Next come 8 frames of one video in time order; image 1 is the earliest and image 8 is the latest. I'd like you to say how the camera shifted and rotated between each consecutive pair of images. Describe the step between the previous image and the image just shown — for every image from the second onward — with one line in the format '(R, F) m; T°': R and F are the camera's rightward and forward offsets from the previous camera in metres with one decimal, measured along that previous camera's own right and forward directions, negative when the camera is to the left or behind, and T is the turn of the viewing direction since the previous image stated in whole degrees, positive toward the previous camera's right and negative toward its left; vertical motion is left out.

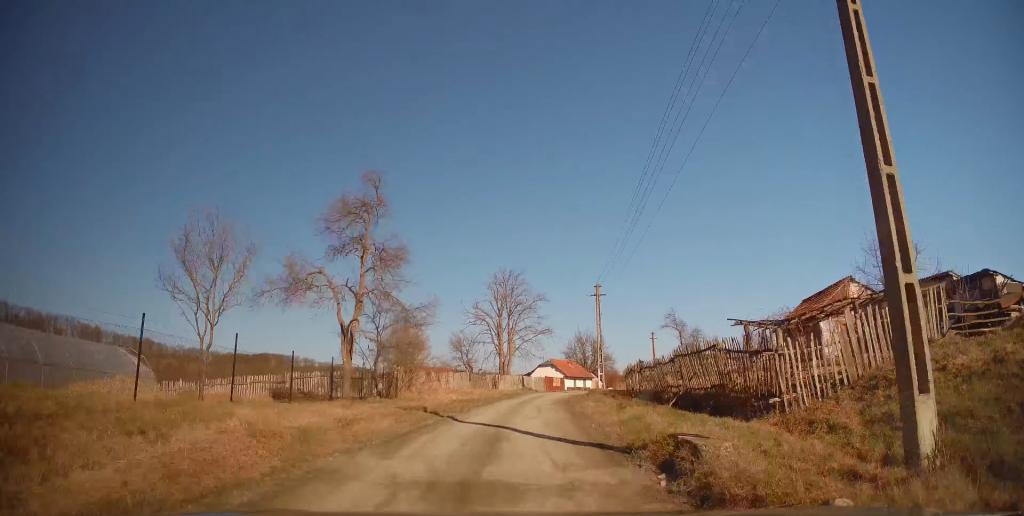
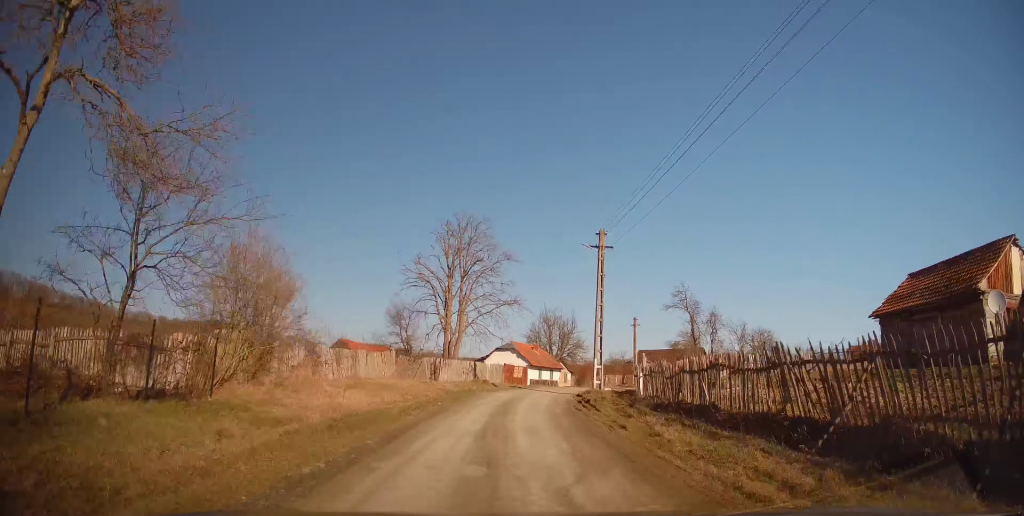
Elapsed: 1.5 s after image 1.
(+0.5, +14.6) m; +5°
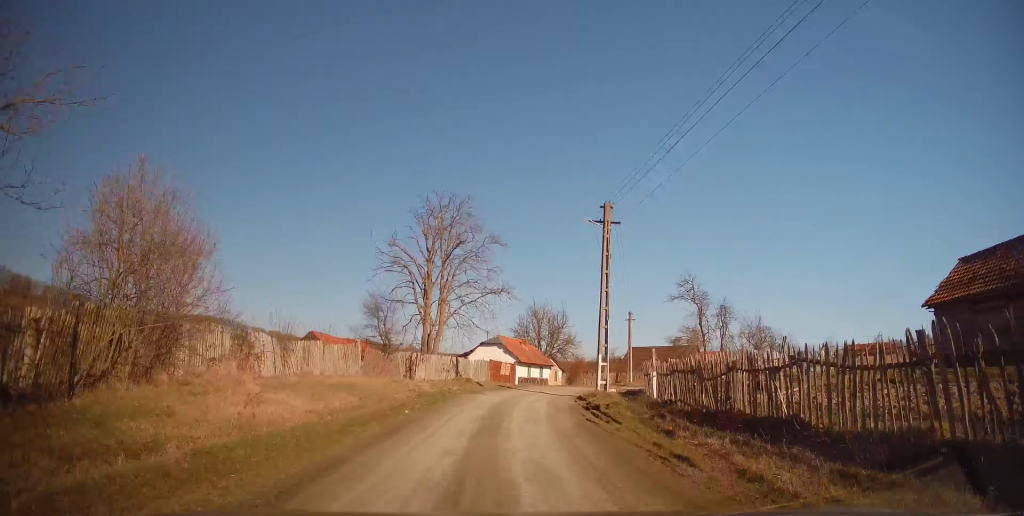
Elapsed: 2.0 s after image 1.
(+0.1, +4.2) m; +2°
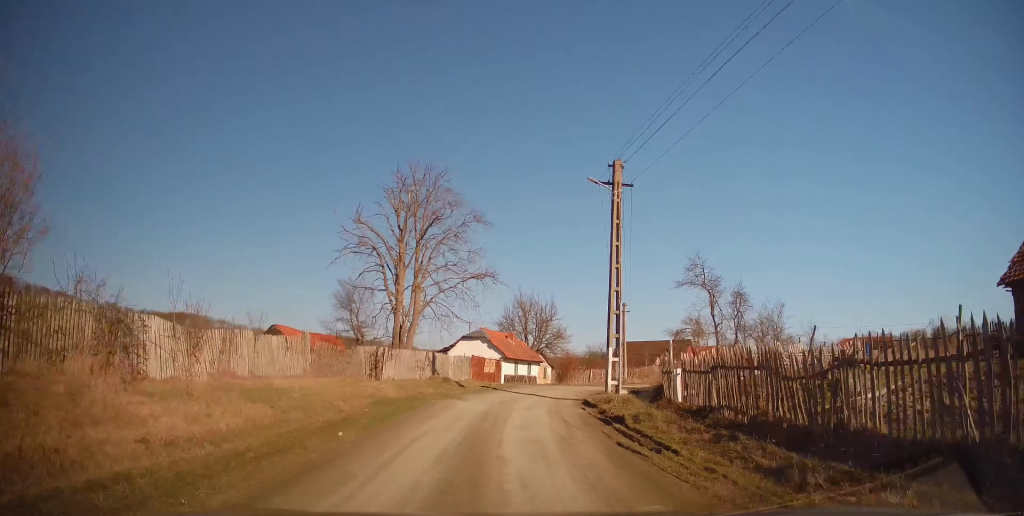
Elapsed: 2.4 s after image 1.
(0.0, +4.4) m; +2°
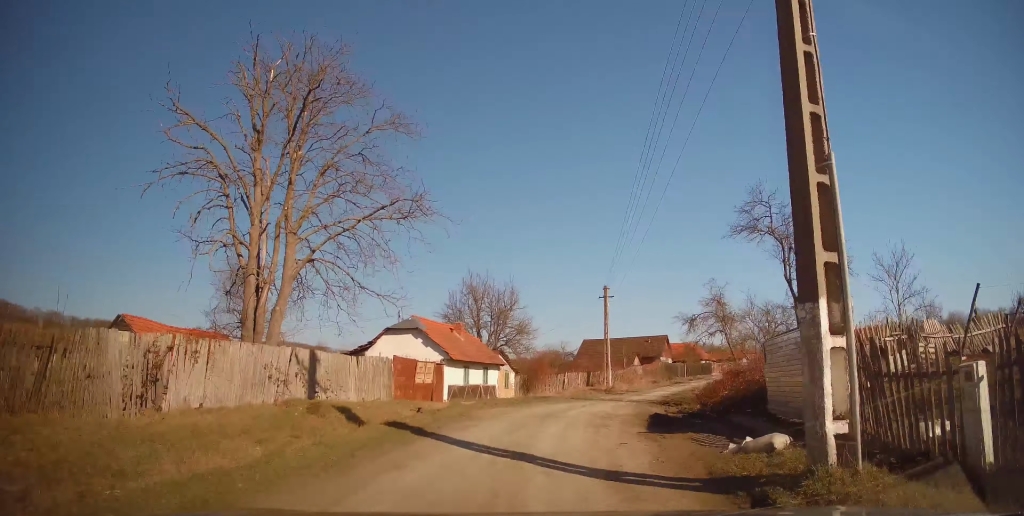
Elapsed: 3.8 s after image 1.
(+0.6, +12.9) m; +7°
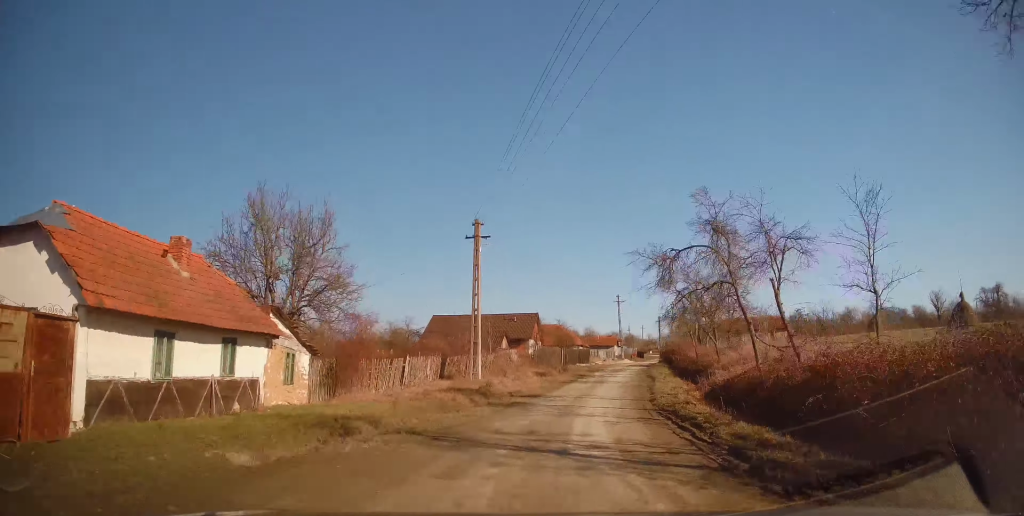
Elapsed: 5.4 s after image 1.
(+2.0, +16.0) m; +15°
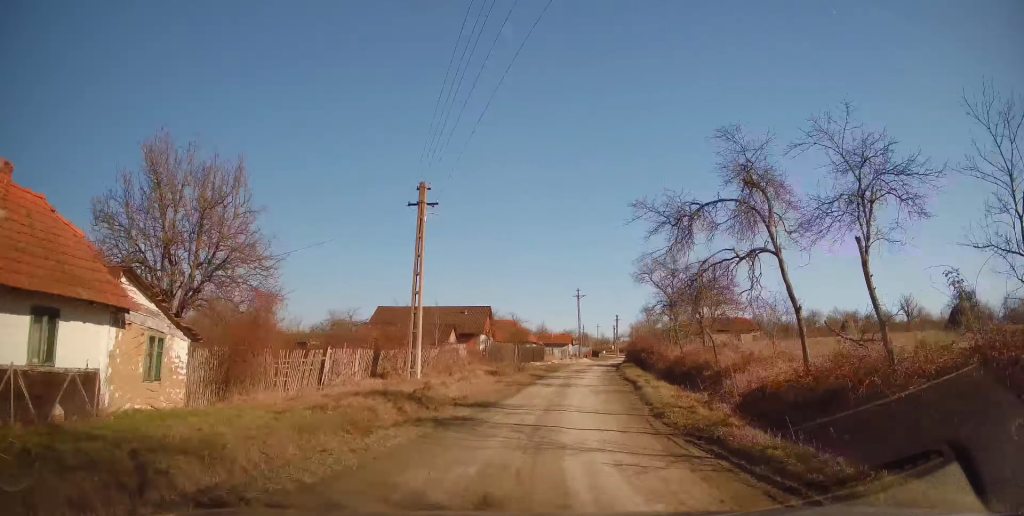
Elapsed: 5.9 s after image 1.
(+0.2, +4.9) m; +5°
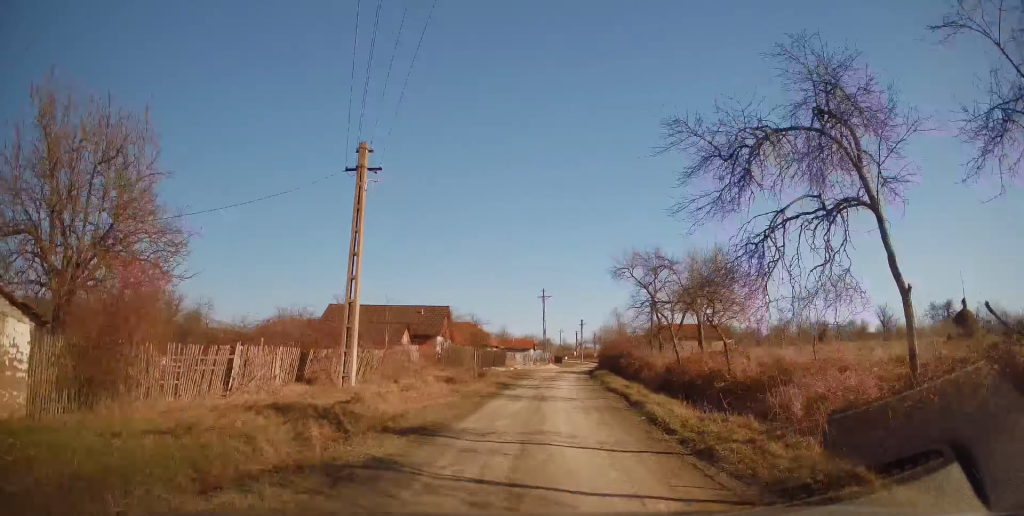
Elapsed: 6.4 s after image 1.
(+0.2, +4.4) m; +4°
